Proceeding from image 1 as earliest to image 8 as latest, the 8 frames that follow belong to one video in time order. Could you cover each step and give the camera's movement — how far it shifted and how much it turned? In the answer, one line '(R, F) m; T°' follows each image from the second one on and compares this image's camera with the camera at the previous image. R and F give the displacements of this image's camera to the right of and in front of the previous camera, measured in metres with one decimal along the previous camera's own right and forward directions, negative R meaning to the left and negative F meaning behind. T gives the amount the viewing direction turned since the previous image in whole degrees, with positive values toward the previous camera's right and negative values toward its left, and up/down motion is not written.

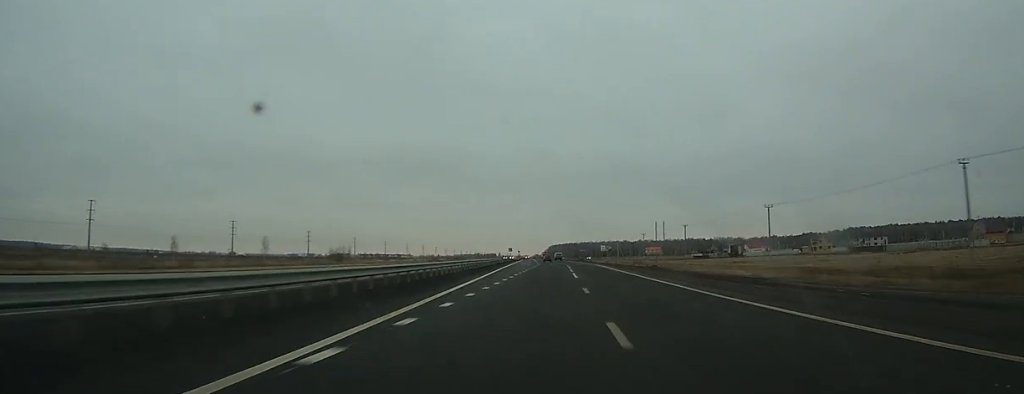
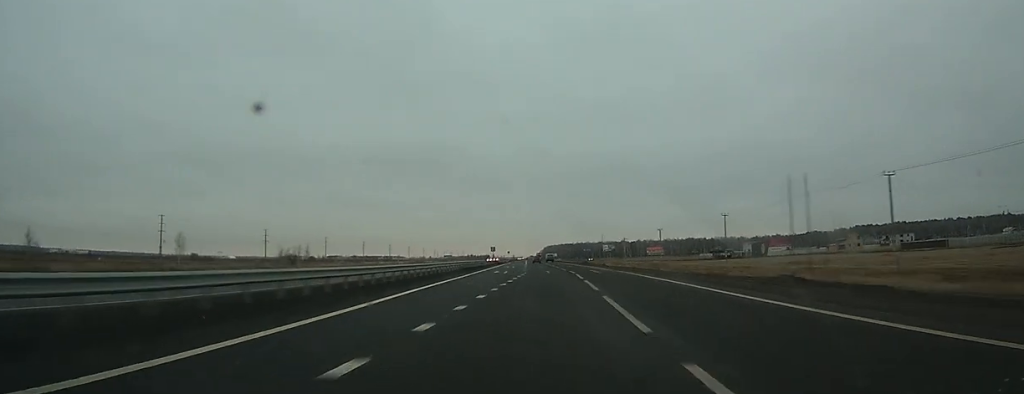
(+0.1, +36.7) m; 0°
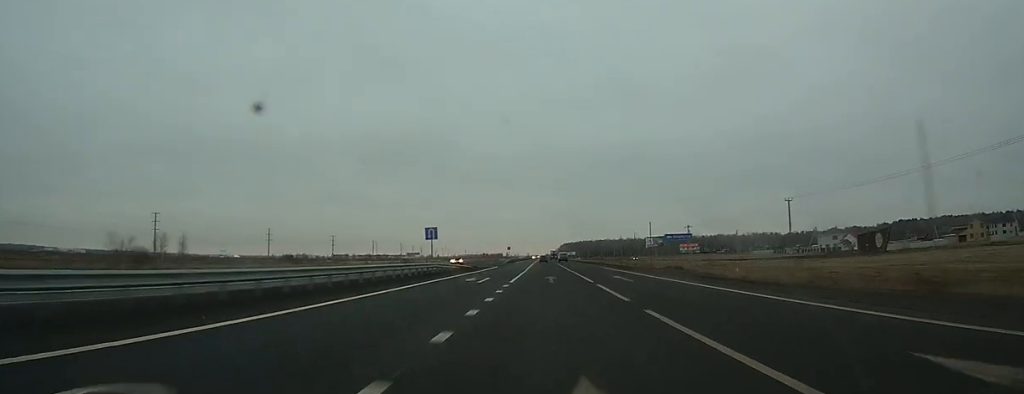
(+0.2, +77.3) m; 0°
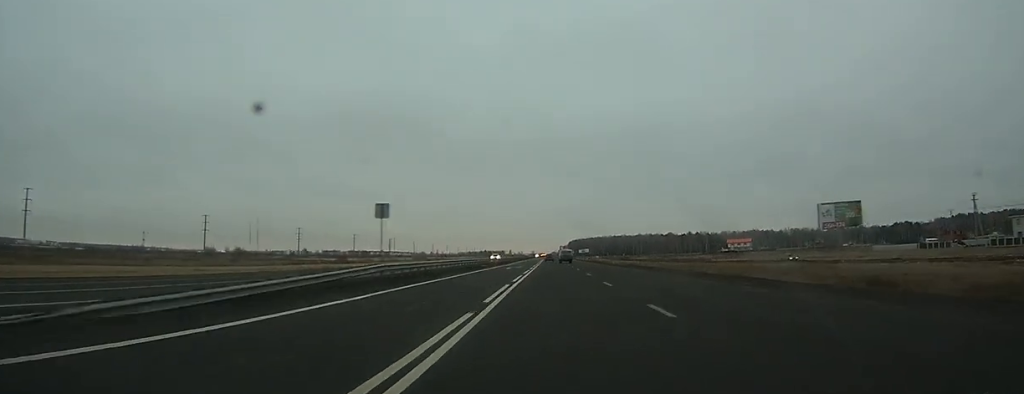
(-1.4, +115.6) m; -1°
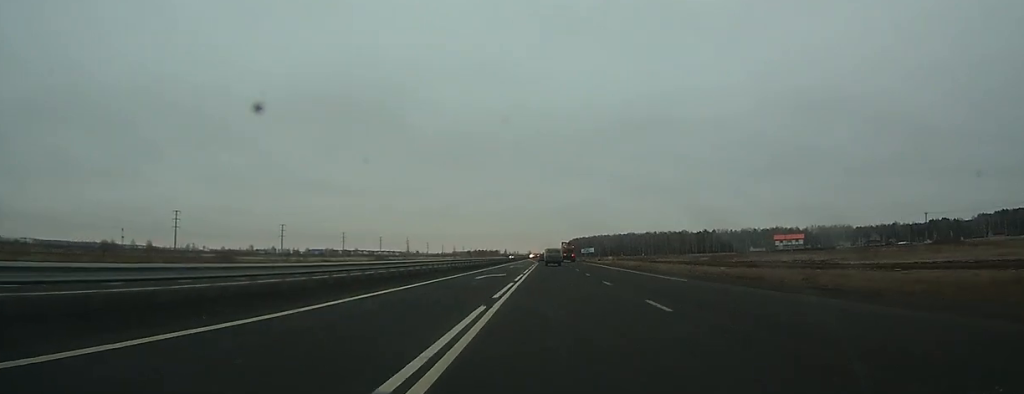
(-0.2, +82.8) m; -1°
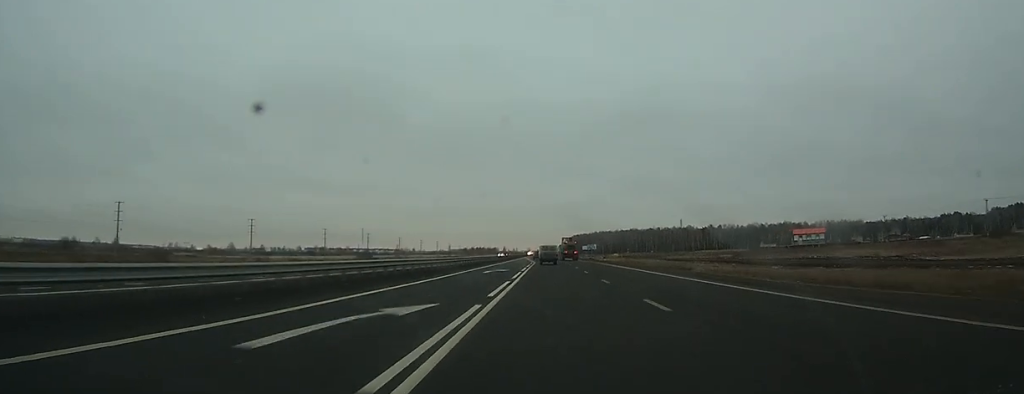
(0.0, +24.1) m; 0°
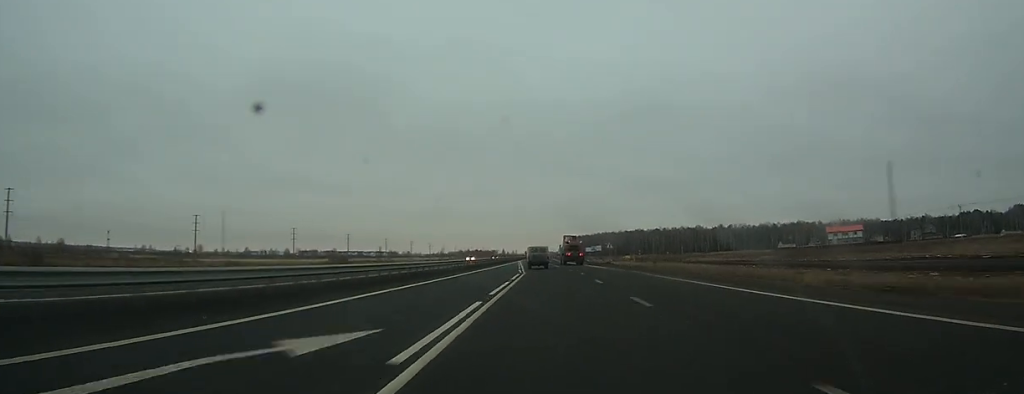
(-0.1, +34.5) m; 0°
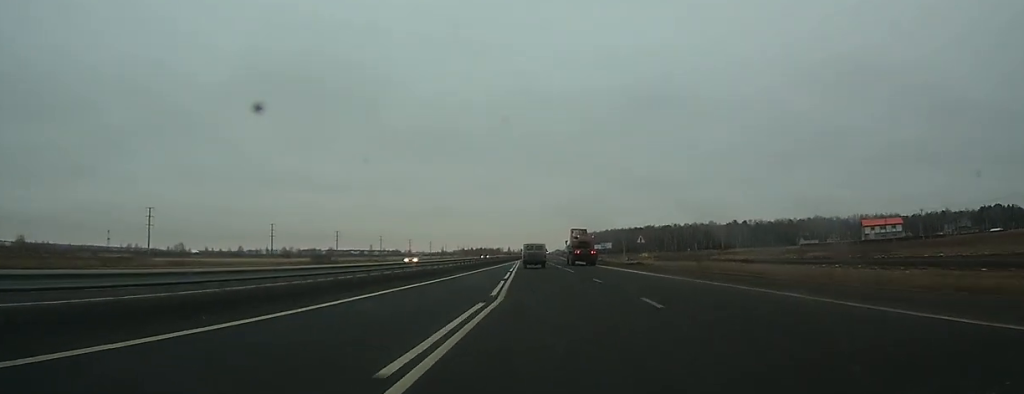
(0.0, +25.3) m; 0°
